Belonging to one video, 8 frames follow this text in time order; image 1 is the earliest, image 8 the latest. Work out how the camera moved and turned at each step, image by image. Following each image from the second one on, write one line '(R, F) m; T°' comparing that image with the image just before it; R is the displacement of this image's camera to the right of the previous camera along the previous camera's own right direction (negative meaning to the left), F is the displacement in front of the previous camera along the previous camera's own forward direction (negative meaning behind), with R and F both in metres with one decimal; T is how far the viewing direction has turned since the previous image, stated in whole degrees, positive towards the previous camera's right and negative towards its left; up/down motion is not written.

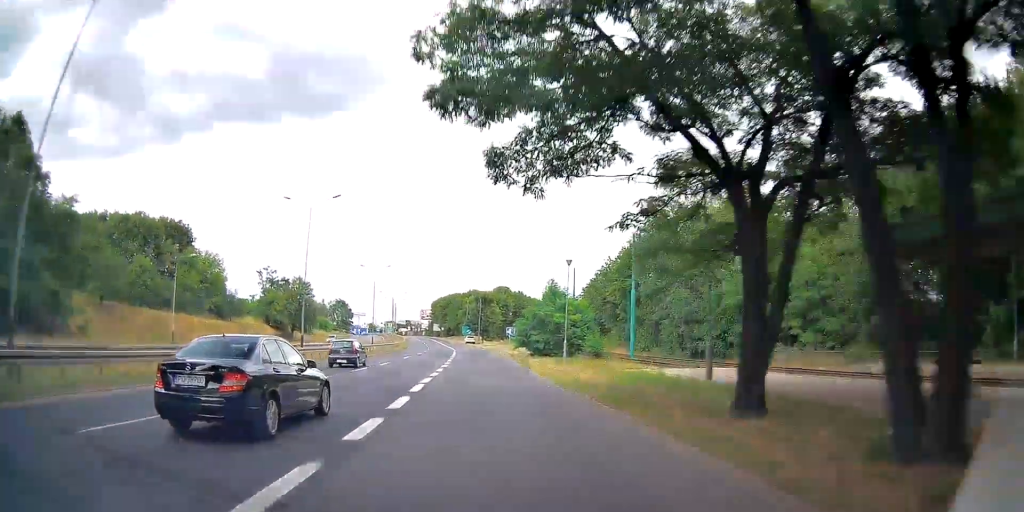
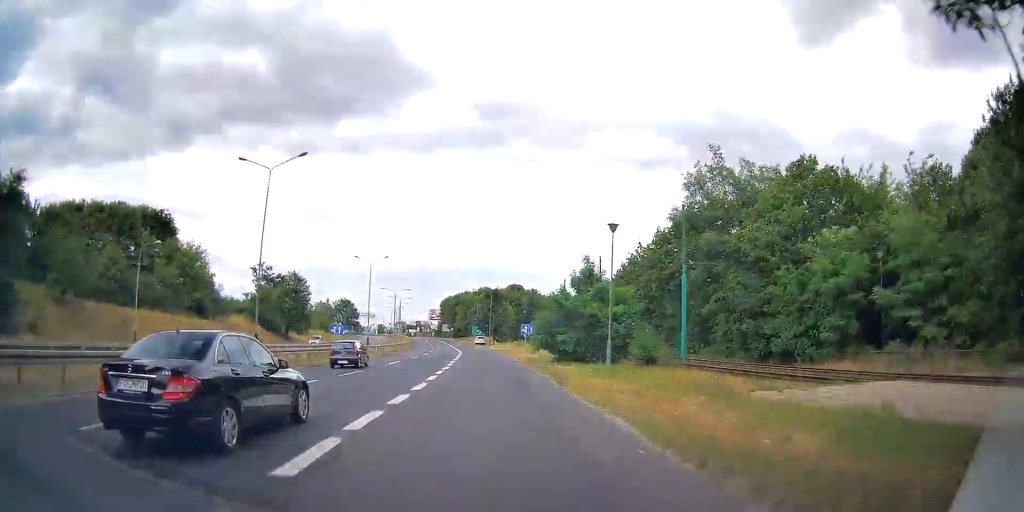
(-0.4, +10.1) m; -2°
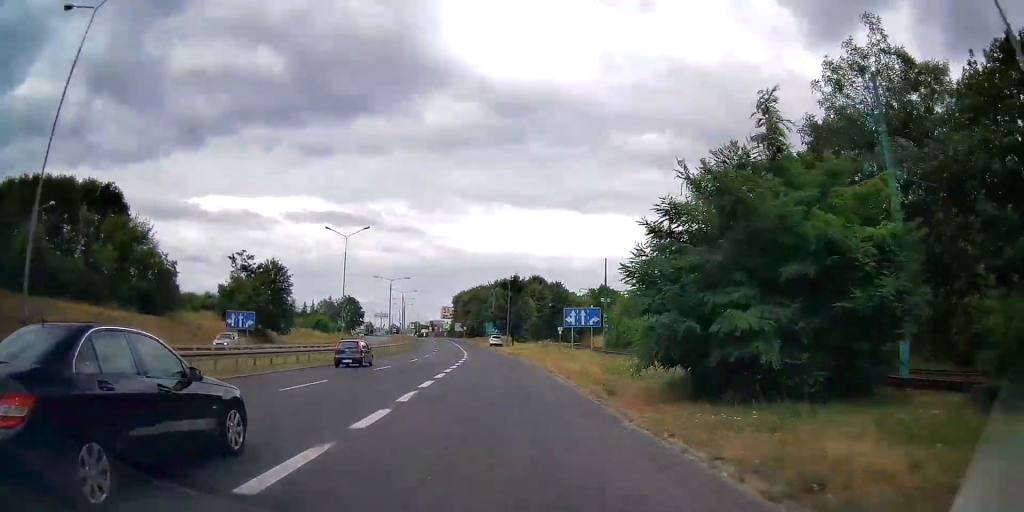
(-0.2, +19.4) m; 0°
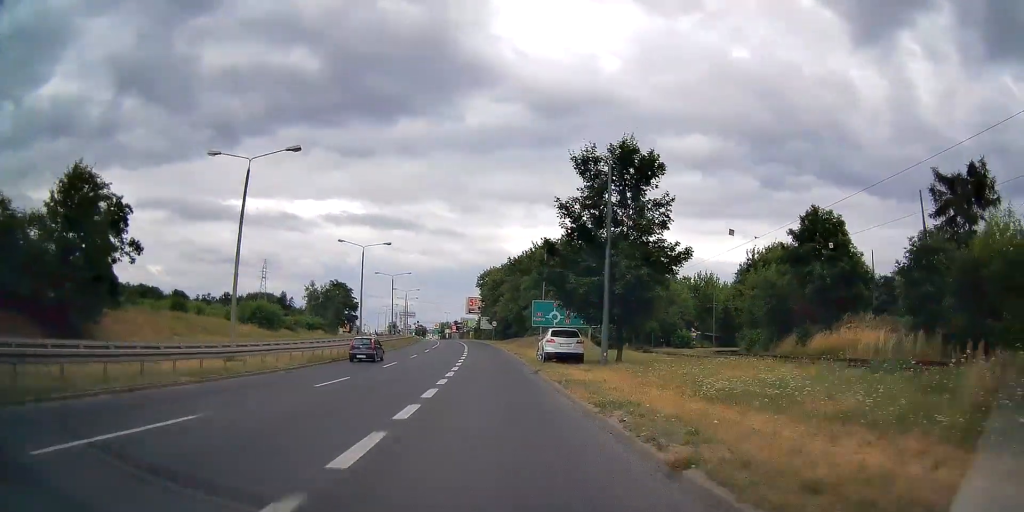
(0.0, +58.0) m; 0°
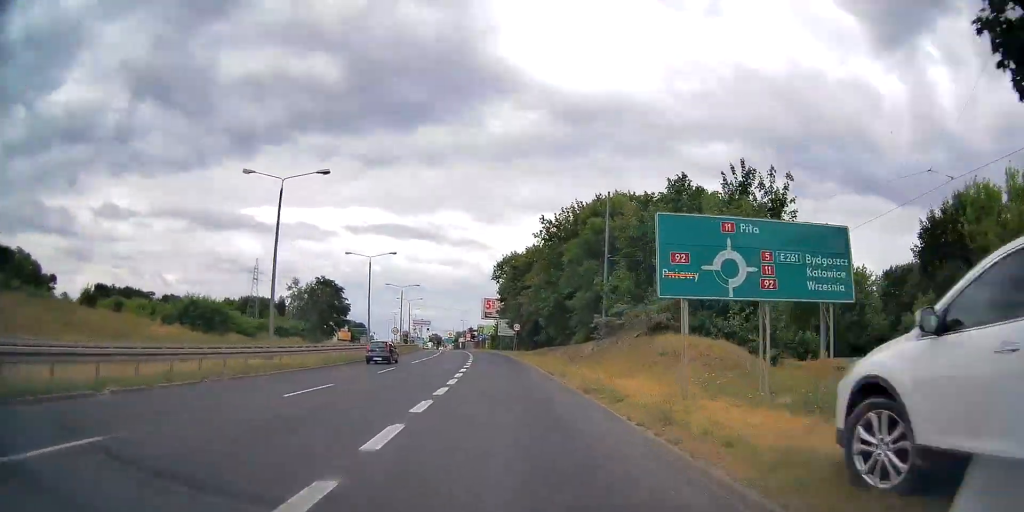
(0.0, +27.1) m; 0°
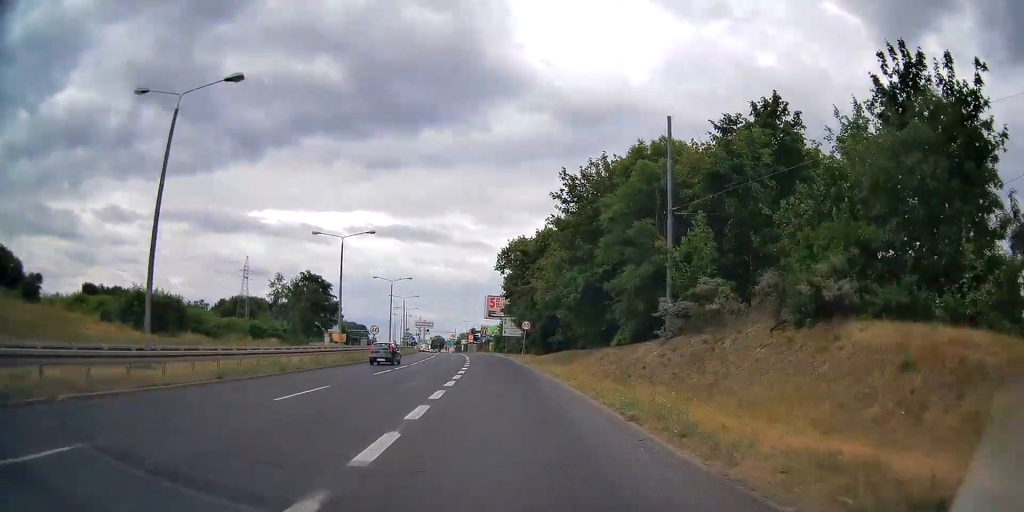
(+0.1, +12.7) m; -1°
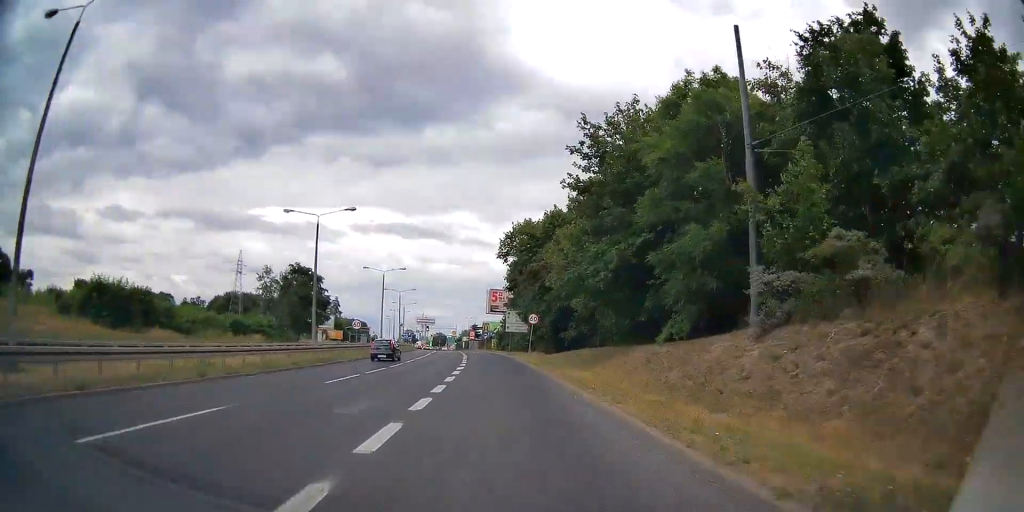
(-0.1, +7.6) m; -1°
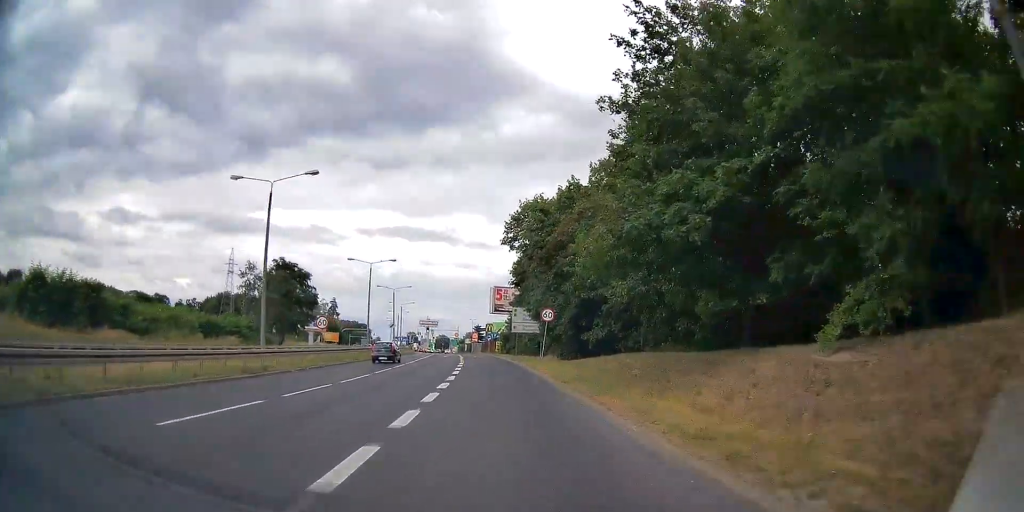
(-0.3, +10.0) m; -1°
